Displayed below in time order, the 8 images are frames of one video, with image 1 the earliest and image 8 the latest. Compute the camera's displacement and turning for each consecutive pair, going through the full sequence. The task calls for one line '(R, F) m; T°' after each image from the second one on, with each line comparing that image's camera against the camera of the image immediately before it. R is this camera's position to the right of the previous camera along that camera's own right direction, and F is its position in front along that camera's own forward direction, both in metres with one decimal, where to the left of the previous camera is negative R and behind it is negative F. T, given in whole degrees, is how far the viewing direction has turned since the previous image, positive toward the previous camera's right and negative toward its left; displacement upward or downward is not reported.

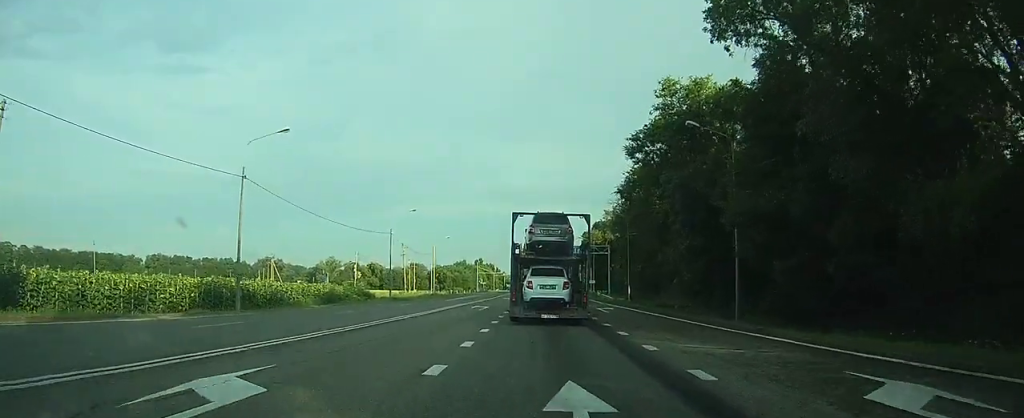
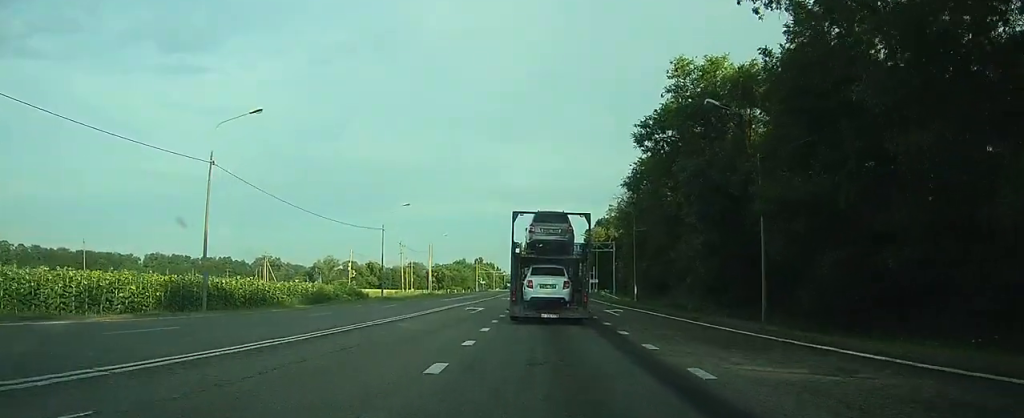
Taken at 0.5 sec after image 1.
(0.0, +3.6) m; -1°
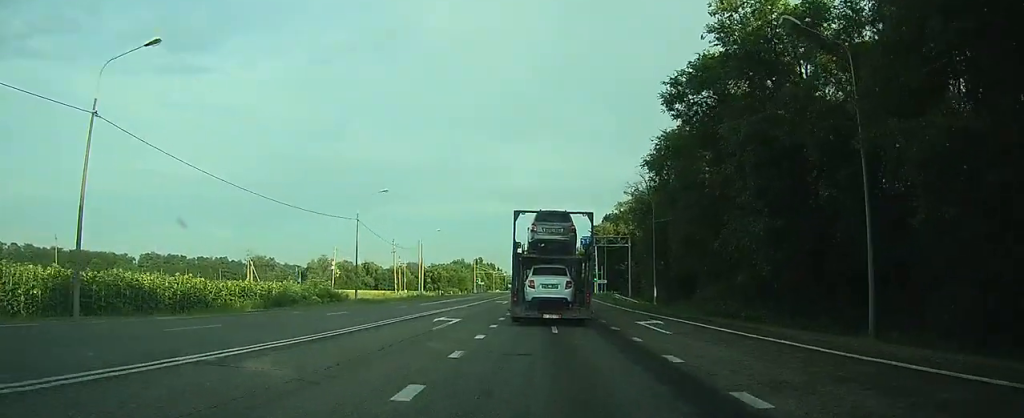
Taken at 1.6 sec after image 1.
(0.0, +9.1) m; 0°
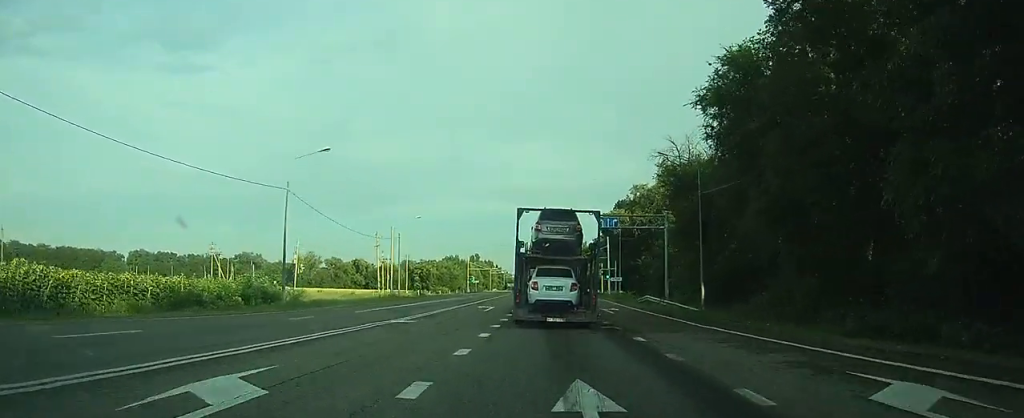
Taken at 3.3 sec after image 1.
(0.0, +15.0) m; 0°
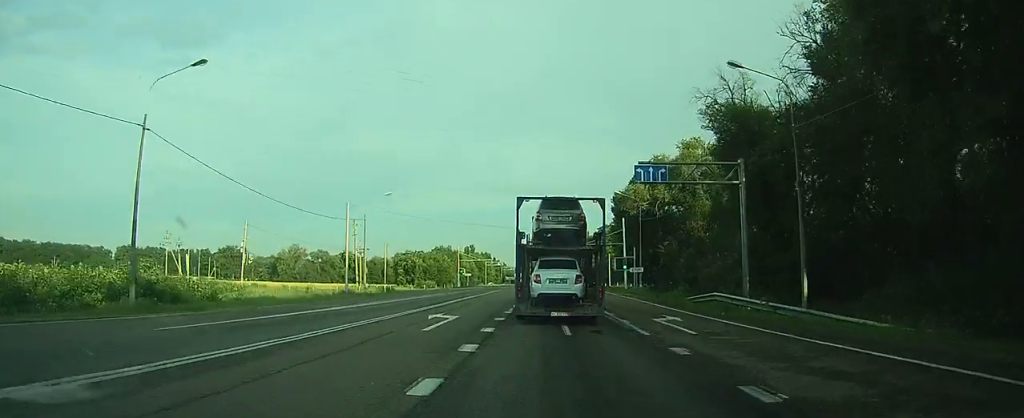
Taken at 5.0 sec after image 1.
(0.0, +15.2) m; 0°
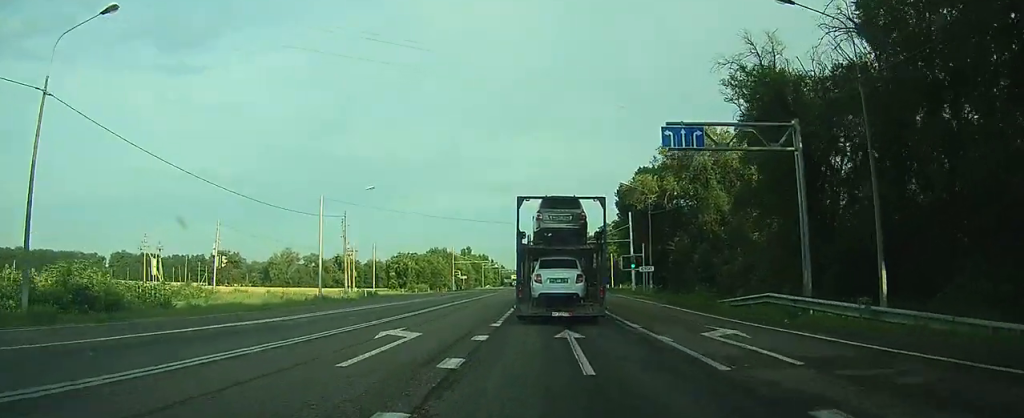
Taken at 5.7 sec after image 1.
(0.0, +6.2) m; 0°
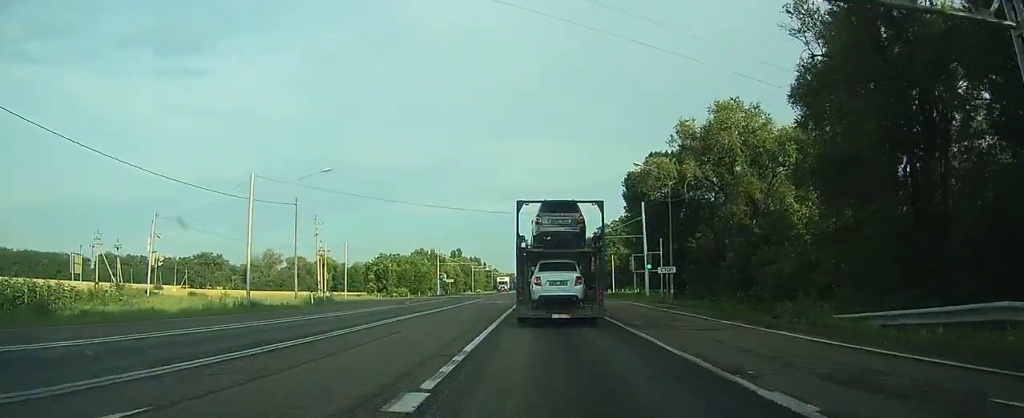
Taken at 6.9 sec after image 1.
(0.0, +11.2) m; 0°
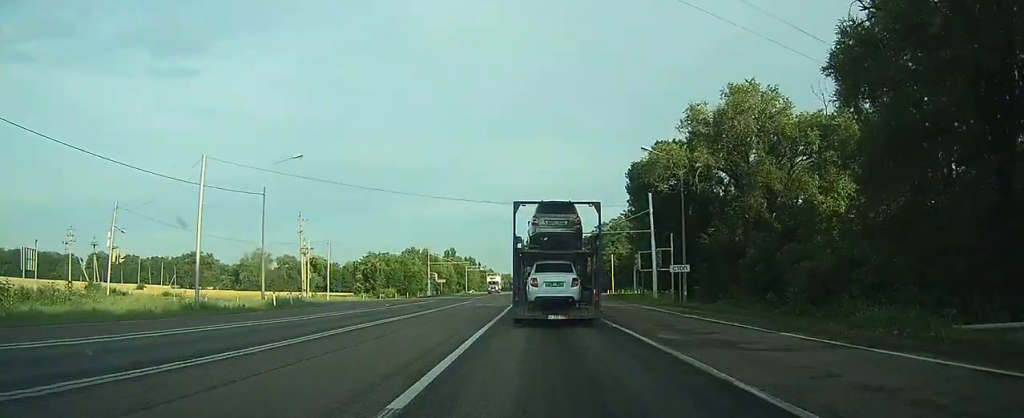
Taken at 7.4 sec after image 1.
(0.0, +5.3) m; 0°
